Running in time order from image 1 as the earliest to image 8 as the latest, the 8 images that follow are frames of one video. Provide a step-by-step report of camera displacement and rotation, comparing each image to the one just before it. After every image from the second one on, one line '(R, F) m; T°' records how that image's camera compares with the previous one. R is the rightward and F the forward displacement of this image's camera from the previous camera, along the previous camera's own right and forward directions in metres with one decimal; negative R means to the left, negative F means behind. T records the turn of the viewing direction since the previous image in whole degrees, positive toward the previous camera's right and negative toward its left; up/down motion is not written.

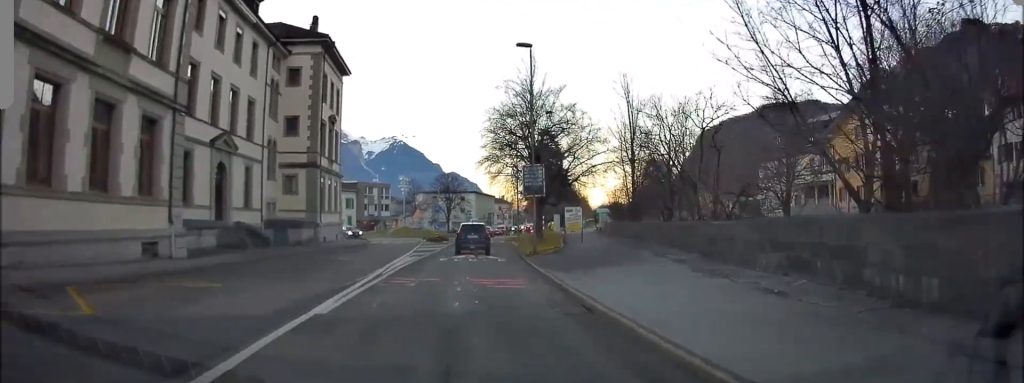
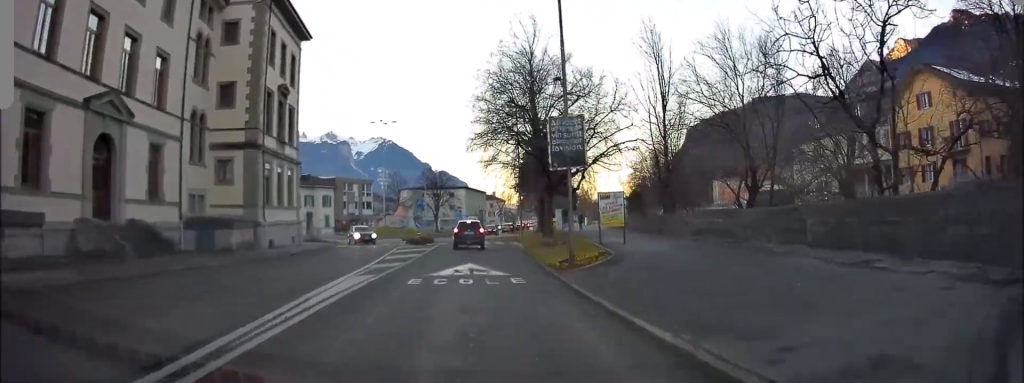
(+0.3, +10.0) m; +2°
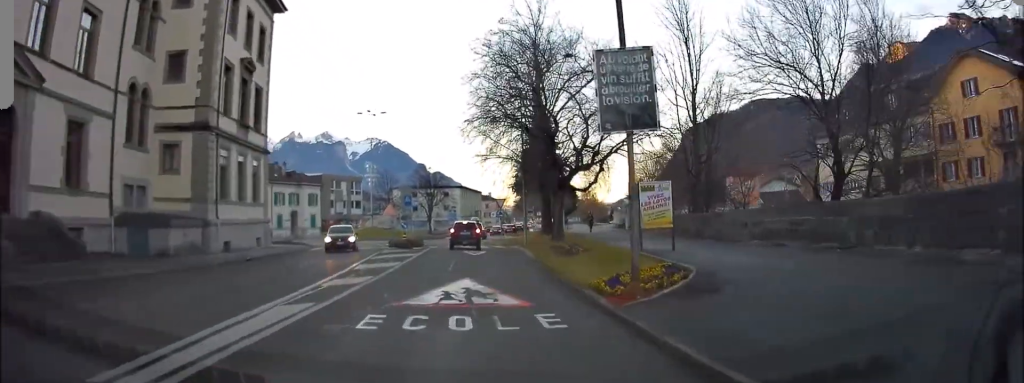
(0.0, +5.6) m; -1°
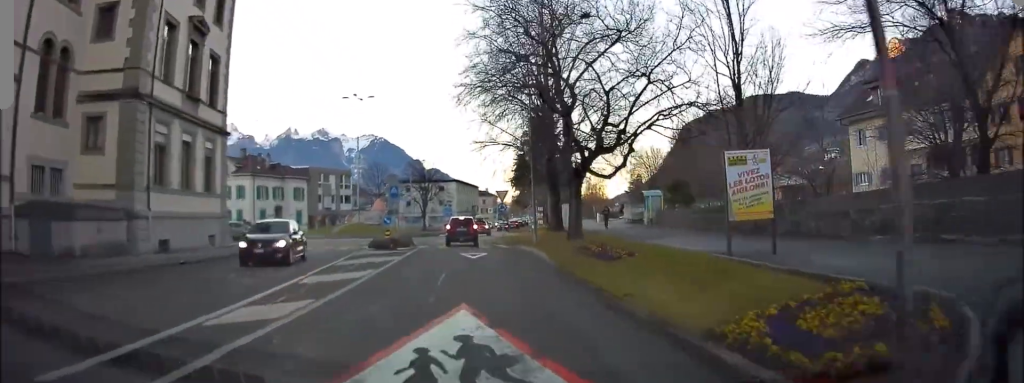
(-0.1, +5.8) m; -1°
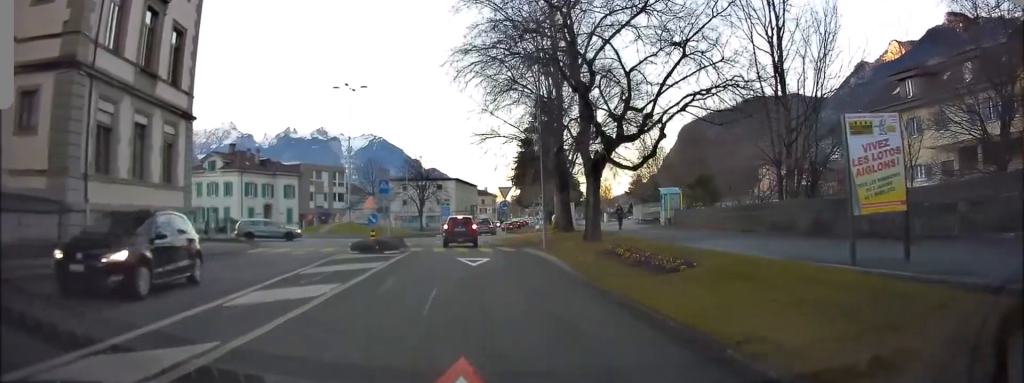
(0.0, +4.0) m; +1°
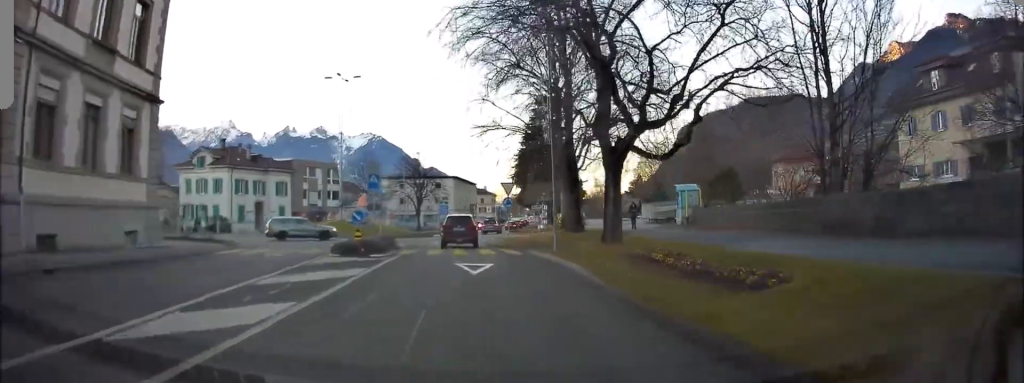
(0.0, +3.1) m; +1°
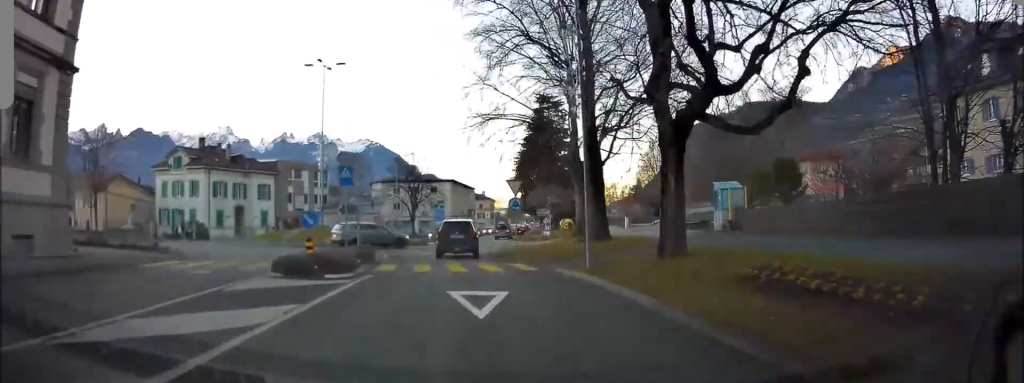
(+0.1, +6.1) m; +1°
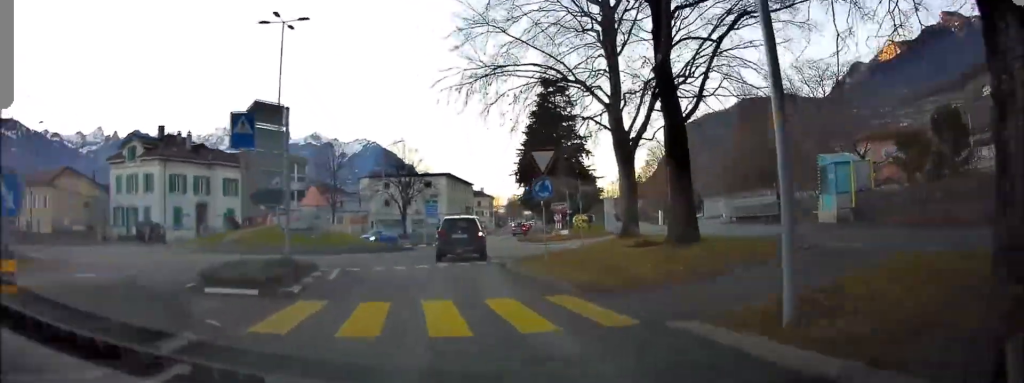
(+0.2, +10.2) m; 0°
